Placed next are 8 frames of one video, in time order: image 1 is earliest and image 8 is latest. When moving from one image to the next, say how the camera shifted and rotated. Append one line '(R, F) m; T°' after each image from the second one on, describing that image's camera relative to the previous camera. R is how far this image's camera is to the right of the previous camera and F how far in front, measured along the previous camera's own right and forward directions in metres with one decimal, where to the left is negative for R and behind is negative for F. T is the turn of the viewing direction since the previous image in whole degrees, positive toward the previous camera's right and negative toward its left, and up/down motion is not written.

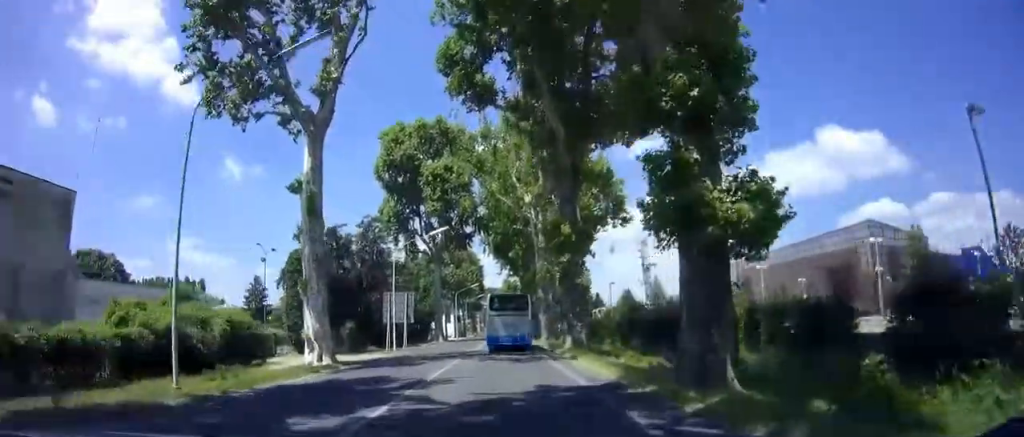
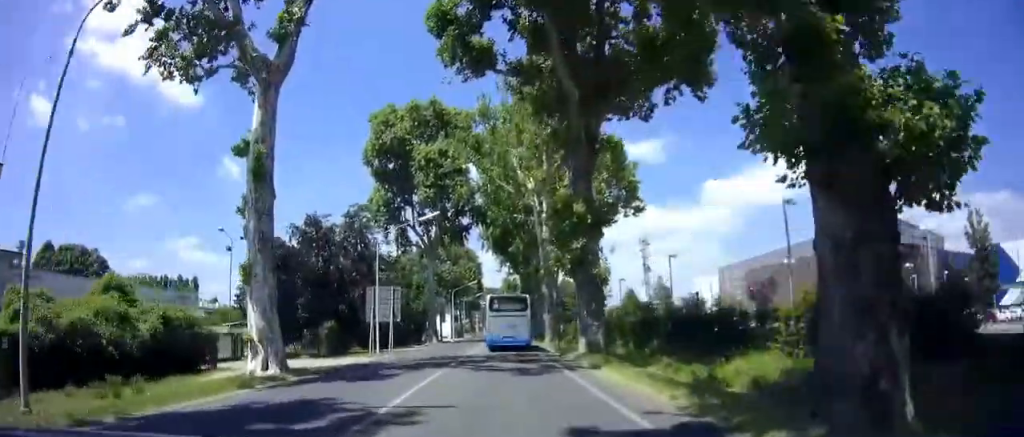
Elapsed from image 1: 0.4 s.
(+0.5, +5.1) m; +3°
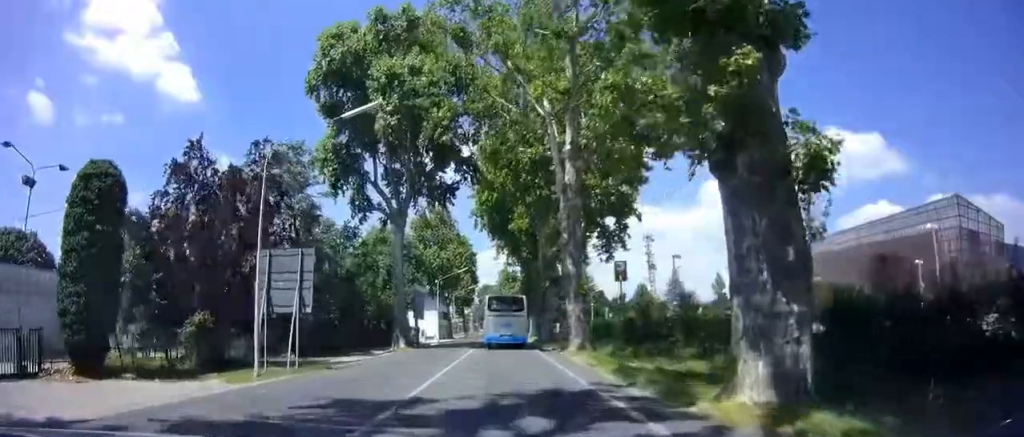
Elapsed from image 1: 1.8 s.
(+1.1, +17.0) m; +4°
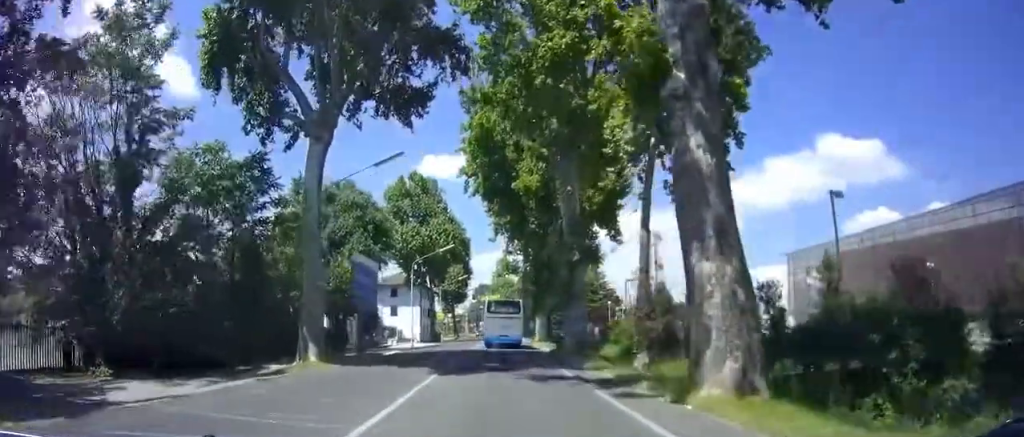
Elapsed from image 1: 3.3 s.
(+0.1, +18.7) m; +1°
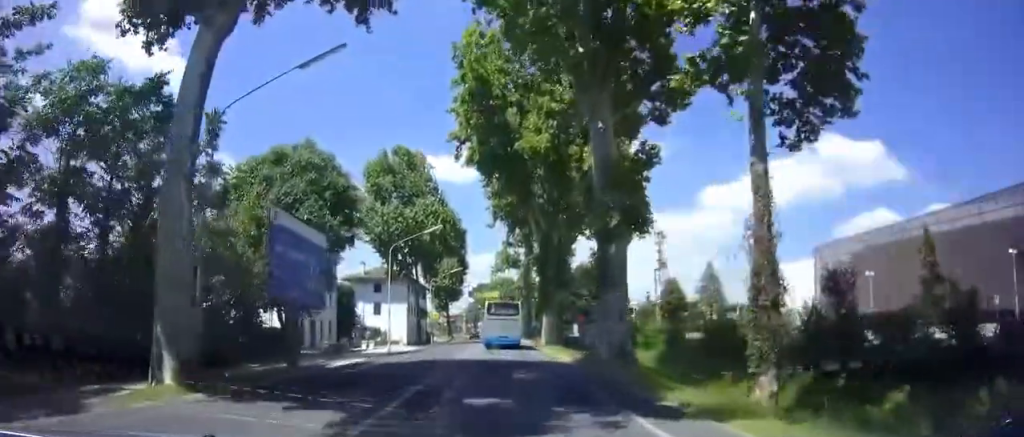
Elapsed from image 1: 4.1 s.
(+0.1, +9.5) m; 0°
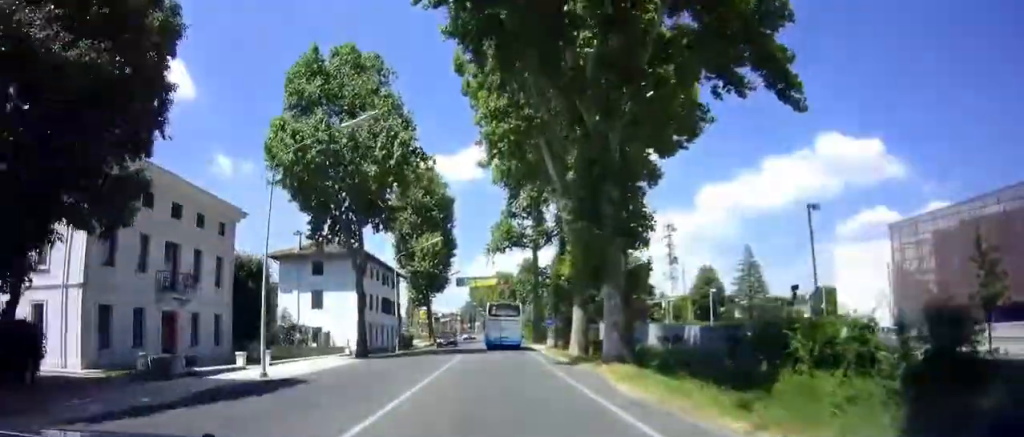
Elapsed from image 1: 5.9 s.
(-0.5, +20.3) m; 0°
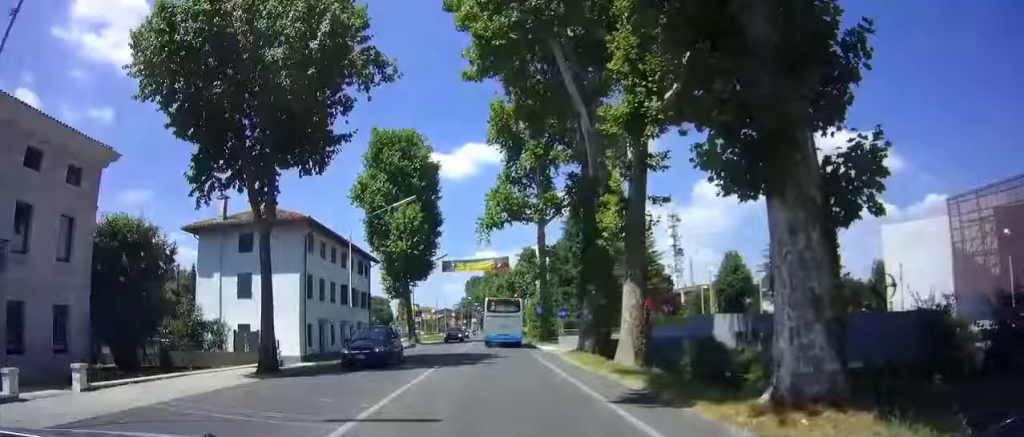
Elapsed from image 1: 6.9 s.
(+0.3, +11.7) m; +1°
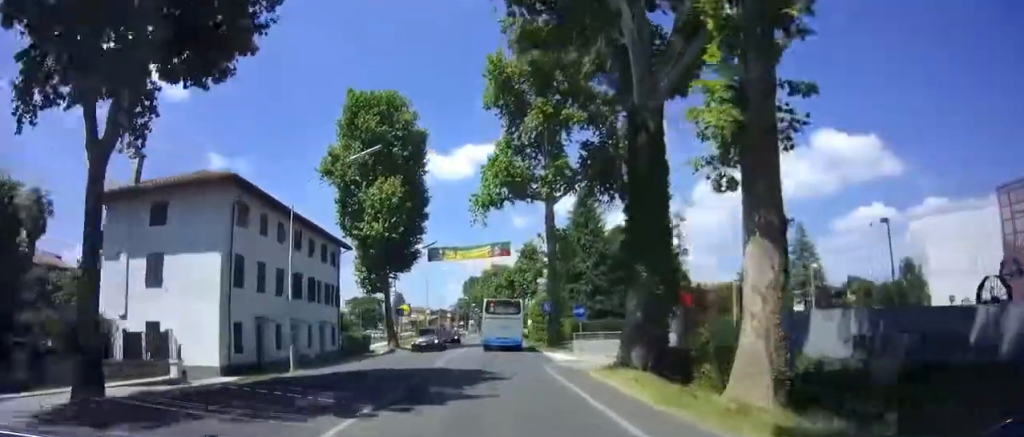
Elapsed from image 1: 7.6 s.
(0.0, +8.4) m; 0°
